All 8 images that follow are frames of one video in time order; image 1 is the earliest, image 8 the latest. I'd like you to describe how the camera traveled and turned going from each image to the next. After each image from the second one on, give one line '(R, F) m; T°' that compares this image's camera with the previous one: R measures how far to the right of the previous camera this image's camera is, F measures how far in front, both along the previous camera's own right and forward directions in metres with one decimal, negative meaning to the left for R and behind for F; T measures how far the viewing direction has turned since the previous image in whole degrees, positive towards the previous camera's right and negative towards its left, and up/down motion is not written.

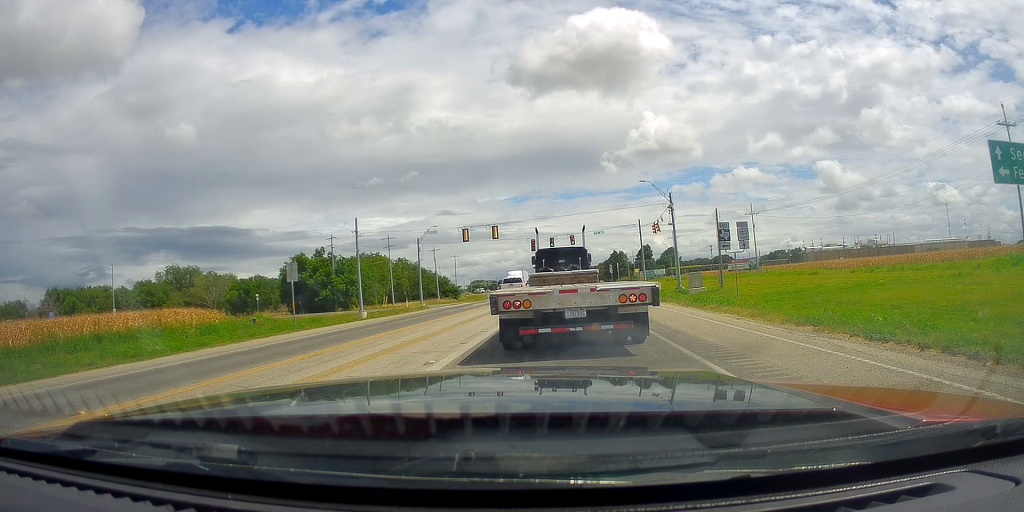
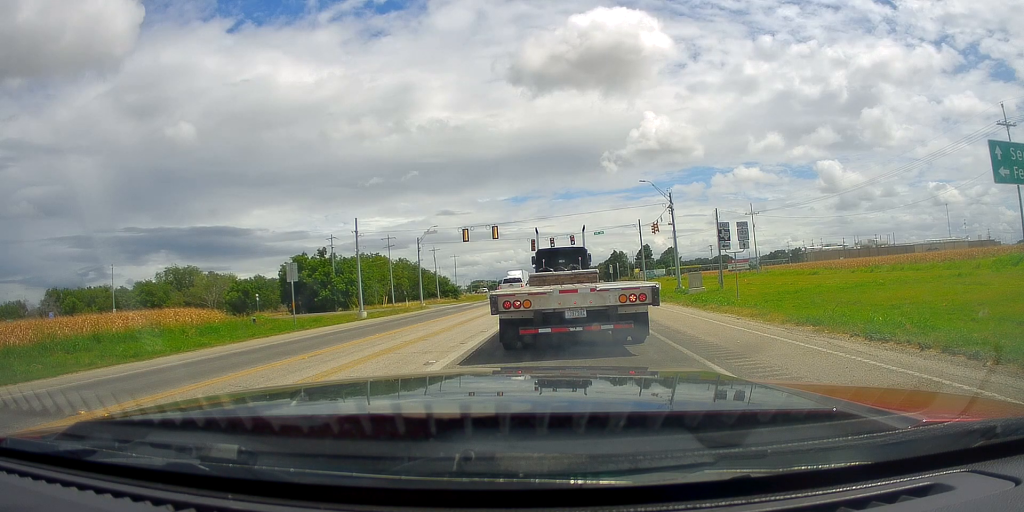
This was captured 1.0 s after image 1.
(0.0, 0.0) m; 0°
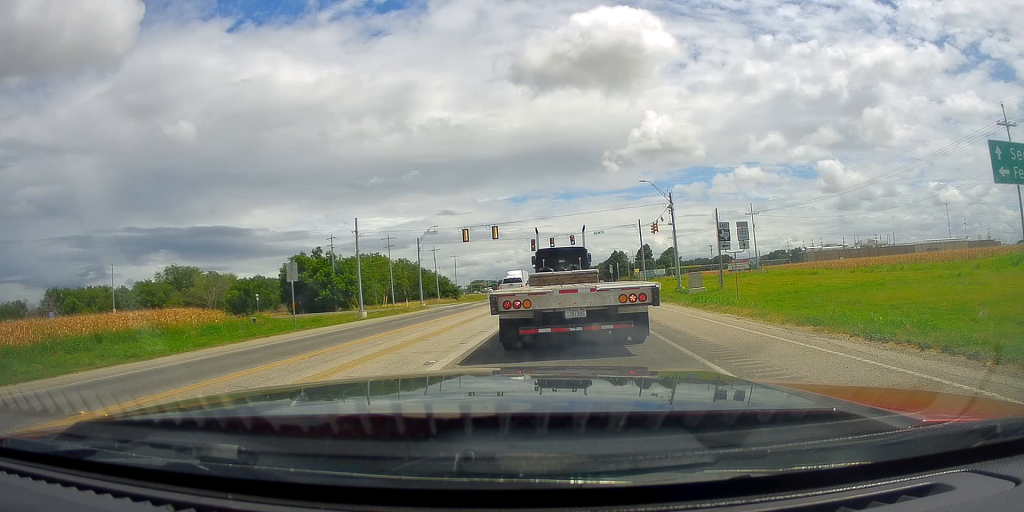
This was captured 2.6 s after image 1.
(0.0, 0.0) m; 0°
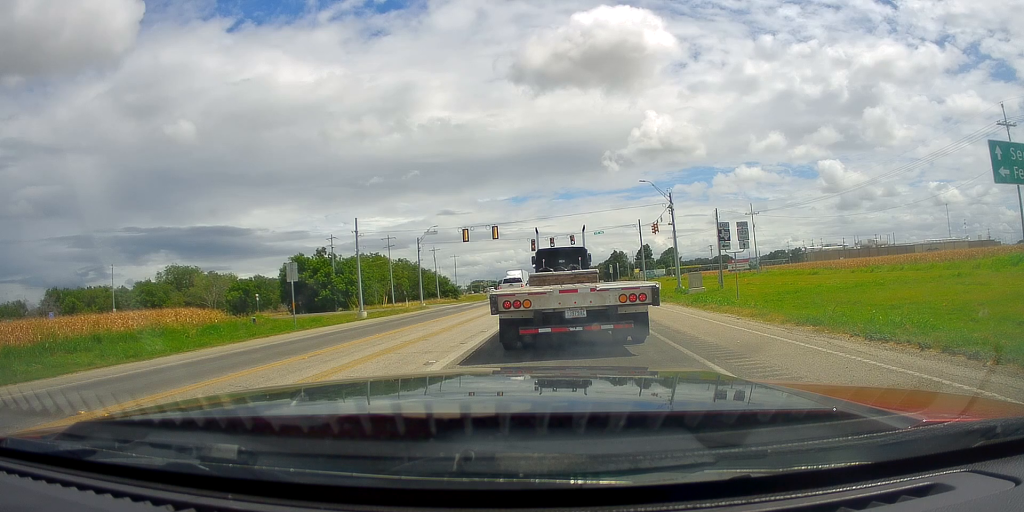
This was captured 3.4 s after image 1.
(0.0, 0.0) m; 0°
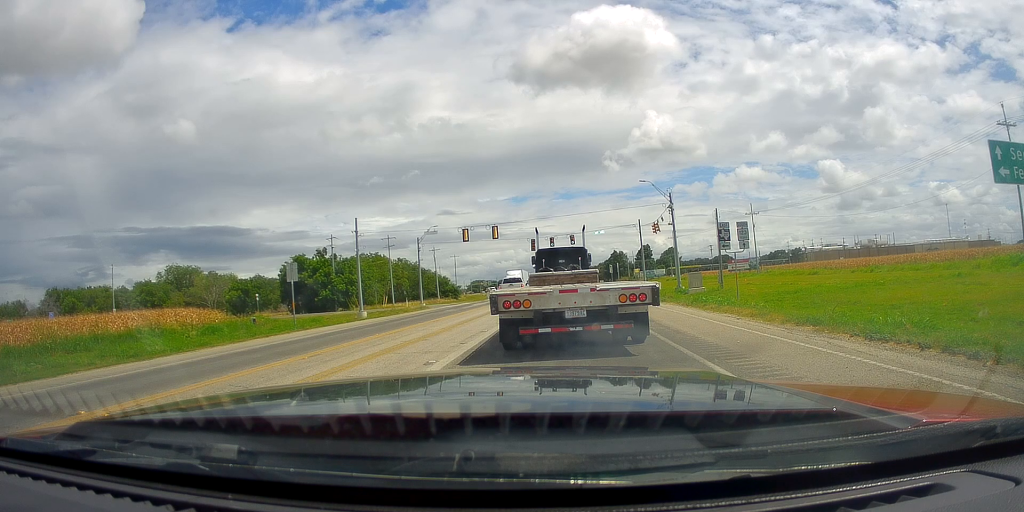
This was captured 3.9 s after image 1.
(0.0, 0.0) m; 0°
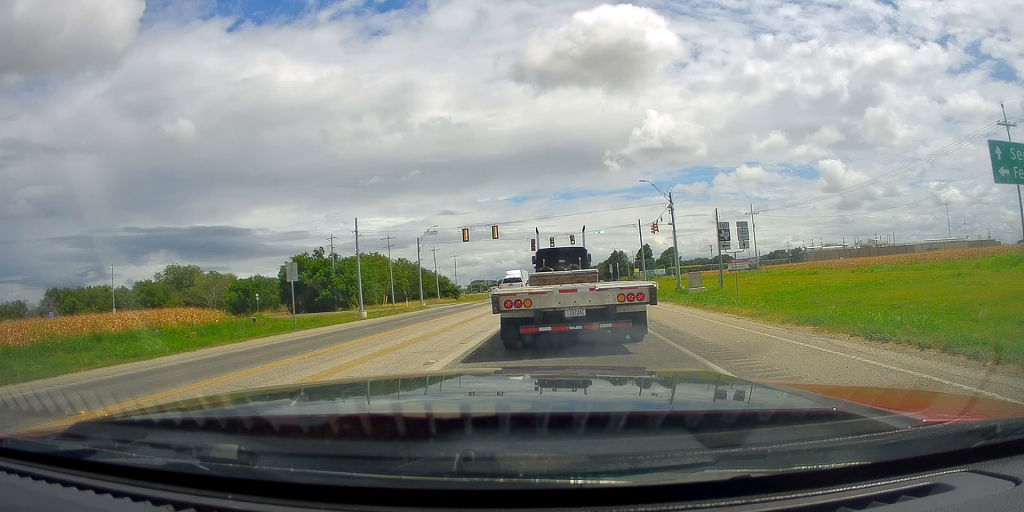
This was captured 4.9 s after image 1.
(0.0, 0.0) m; 0°
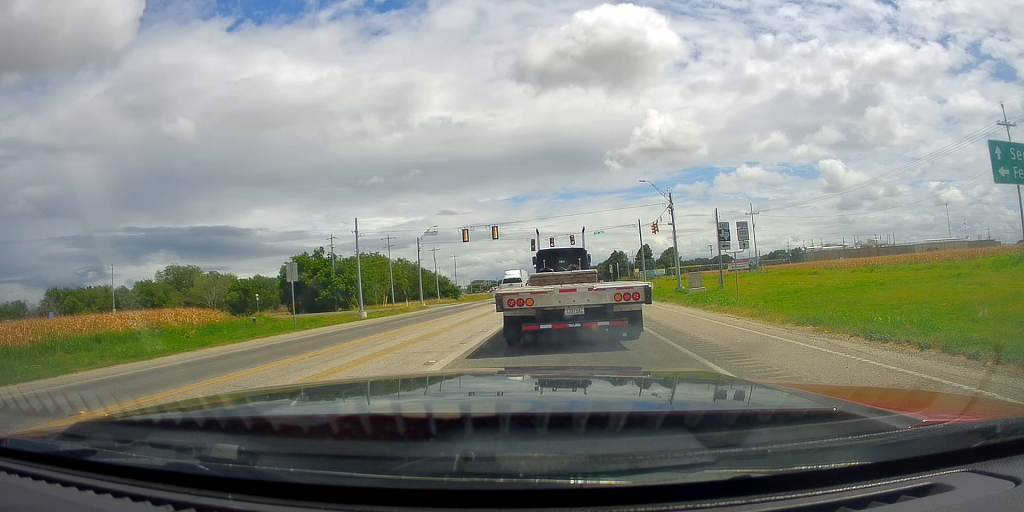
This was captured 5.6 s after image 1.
(0.0, 0.0) m; 0°
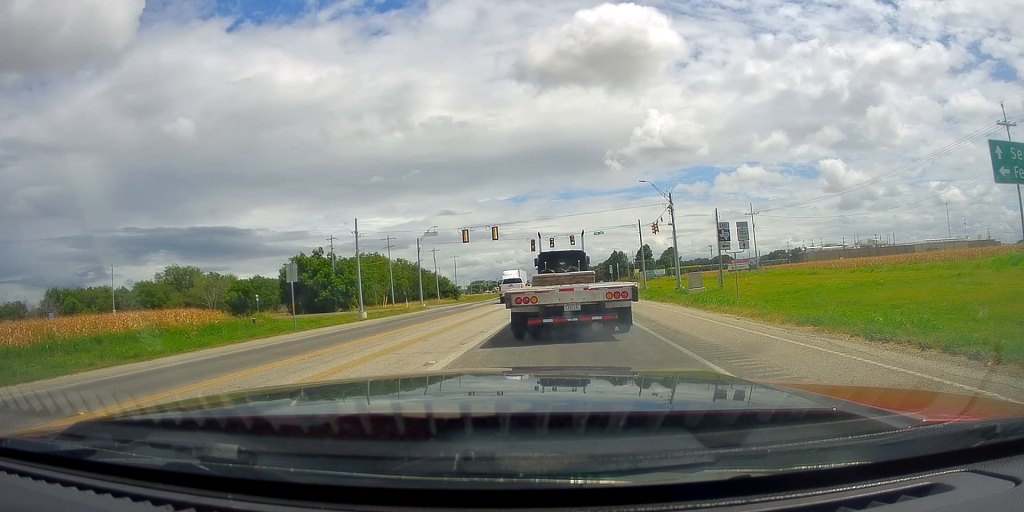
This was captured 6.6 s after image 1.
(0.0, 0.0) m; 0°
